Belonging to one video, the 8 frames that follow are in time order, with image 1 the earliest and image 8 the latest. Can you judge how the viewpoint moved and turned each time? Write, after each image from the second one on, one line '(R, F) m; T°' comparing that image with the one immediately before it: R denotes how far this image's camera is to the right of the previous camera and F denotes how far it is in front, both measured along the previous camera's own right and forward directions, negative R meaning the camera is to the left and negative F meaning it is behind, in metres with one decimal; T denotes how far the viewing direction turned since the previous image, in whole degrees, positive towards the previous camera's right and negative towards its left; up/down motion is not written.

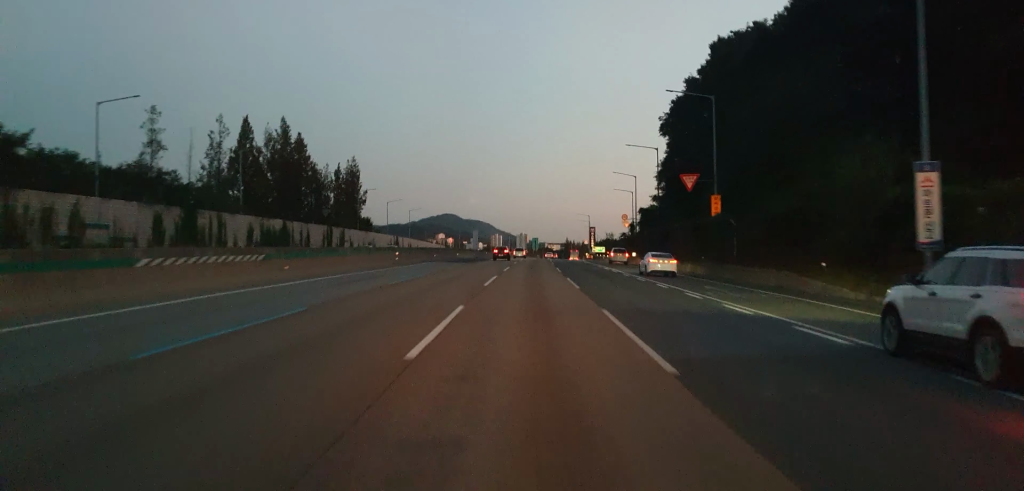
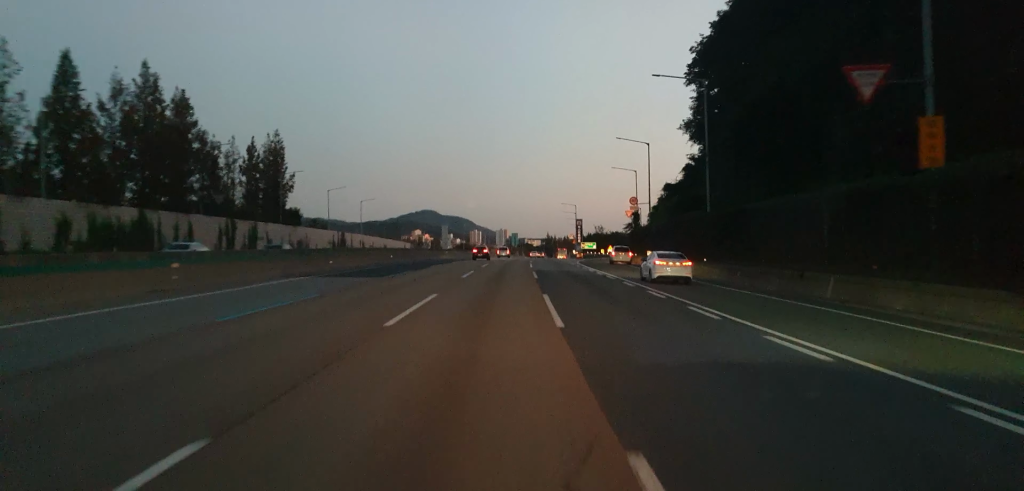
(+0.5, +32.4) m; 0°
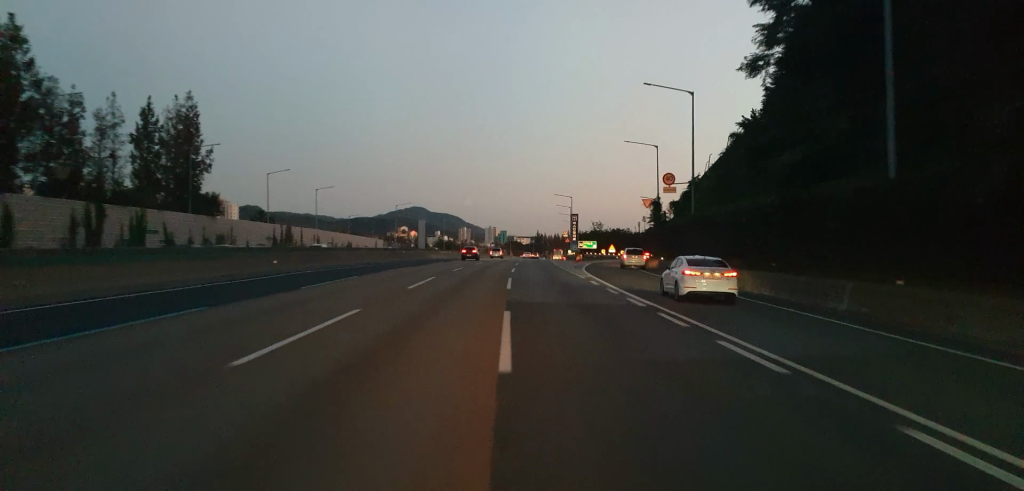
(-0.3, +25.8) m; 0°
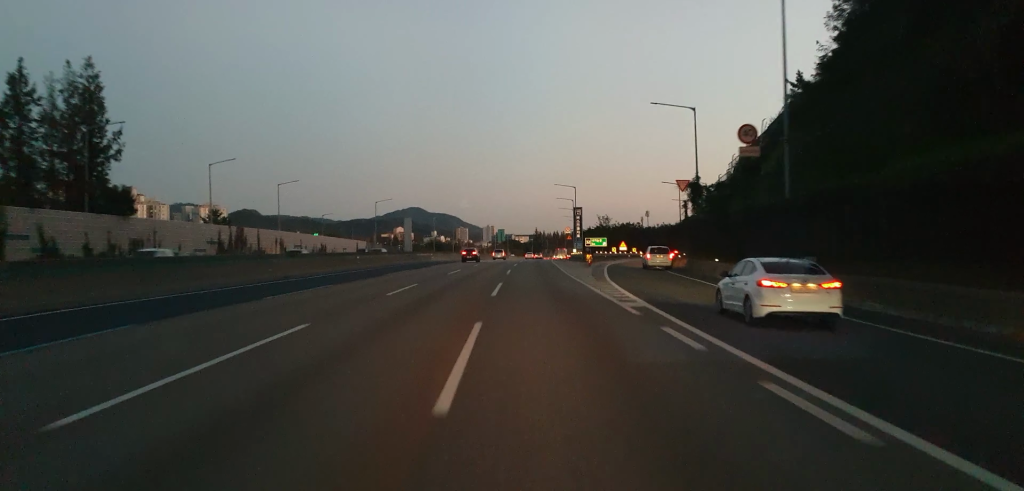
(+0.2, +19.3) m; +1°
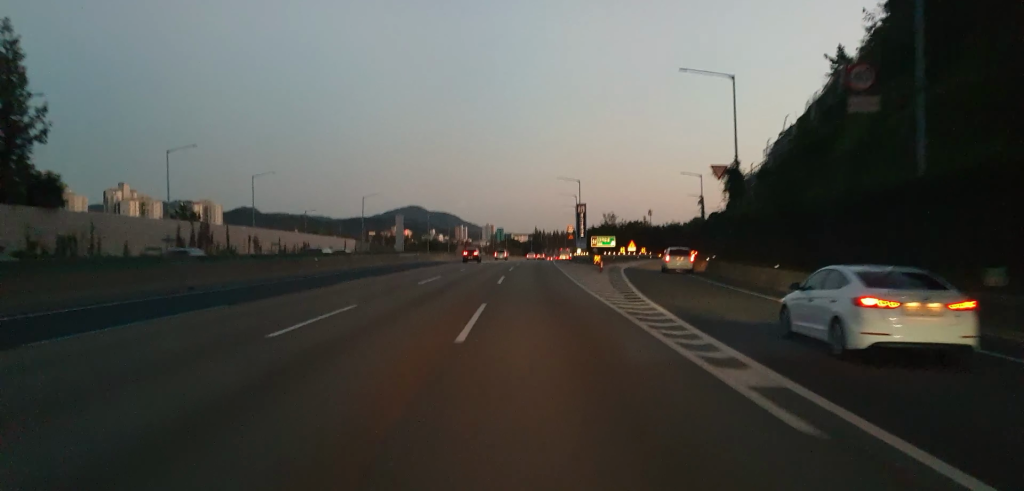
(0.0, +12.9) m; 0°
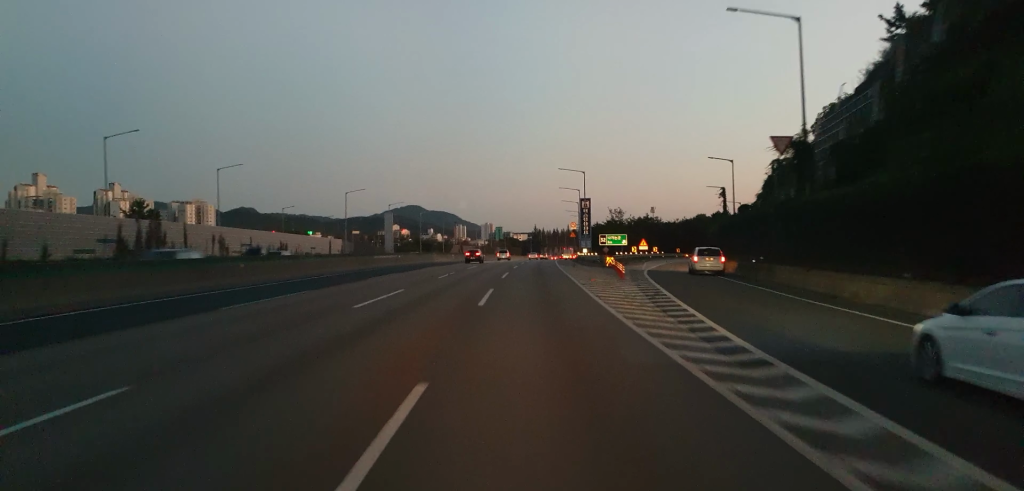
(+0.1, +14.2) m; 0°
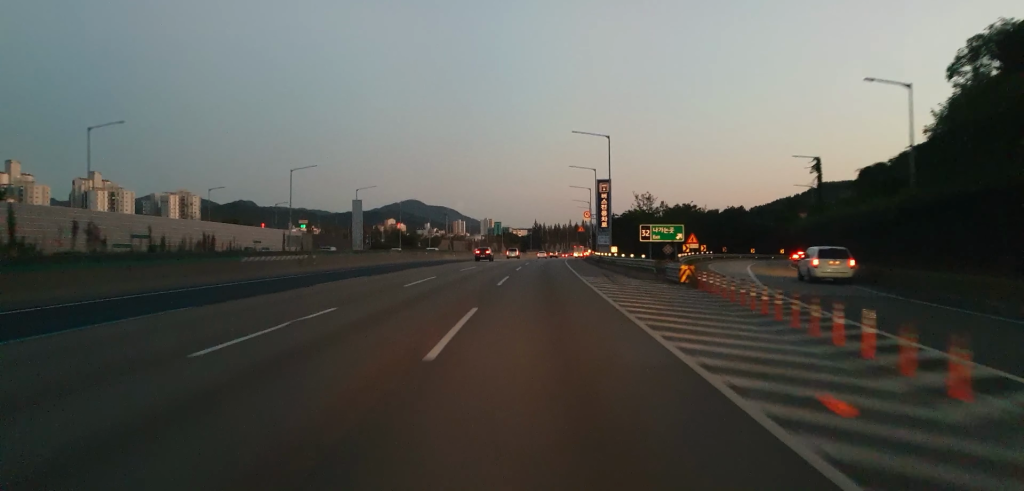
(-0.4, +33.7) m; 0°
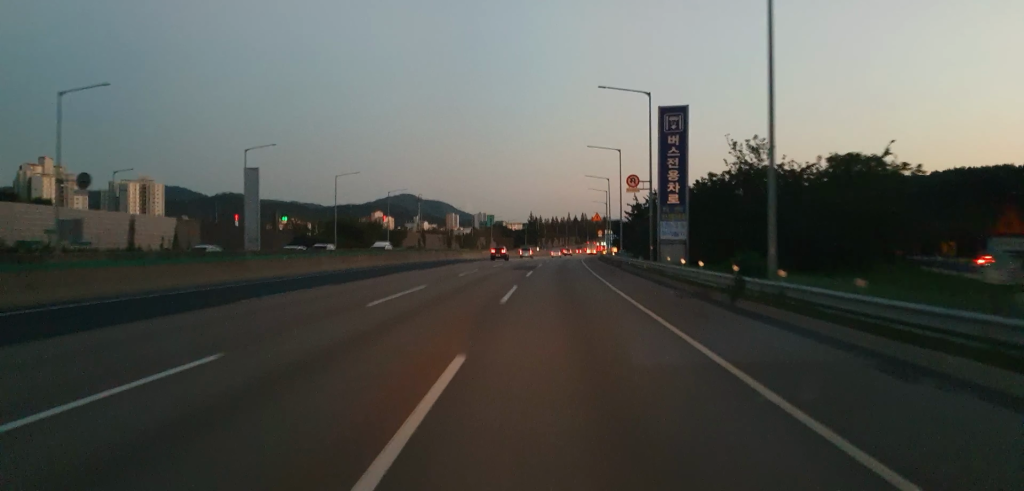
(+0.8, +51.7) m; +2°
